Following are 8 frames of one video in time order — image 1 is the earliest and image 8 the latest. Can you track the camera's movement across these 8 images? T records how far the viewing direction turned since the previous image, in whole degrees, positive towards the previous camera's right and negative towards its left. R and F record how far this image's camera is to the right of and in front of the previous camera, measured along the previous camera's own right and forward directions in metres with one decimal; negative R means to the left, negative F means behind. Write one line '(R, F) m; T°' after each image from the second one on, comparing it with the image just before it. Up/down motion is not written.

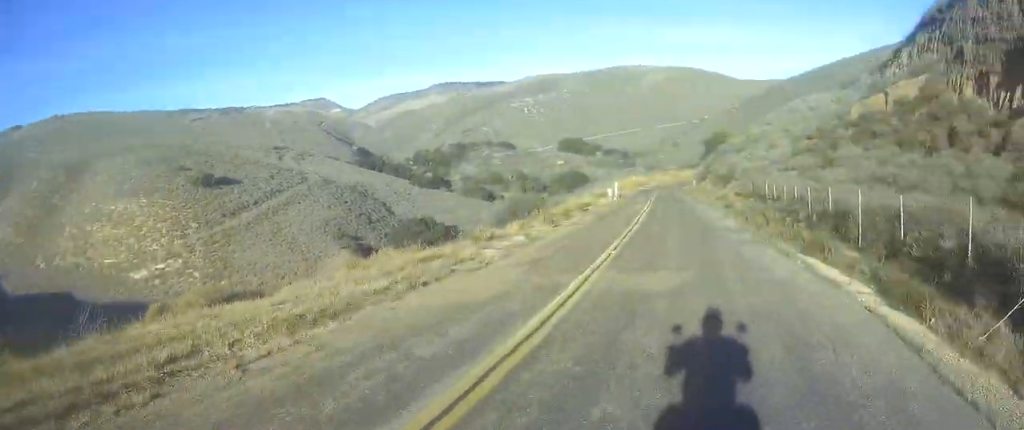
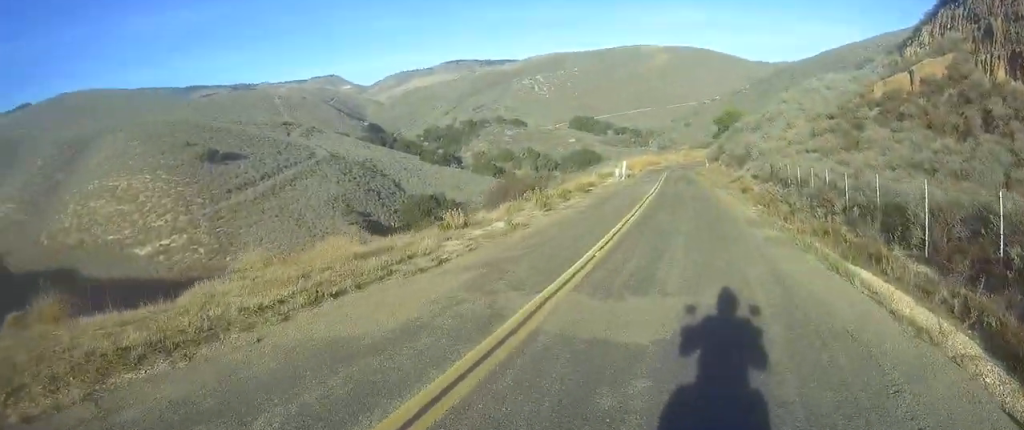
(-0.1, +5.2) m; -1°
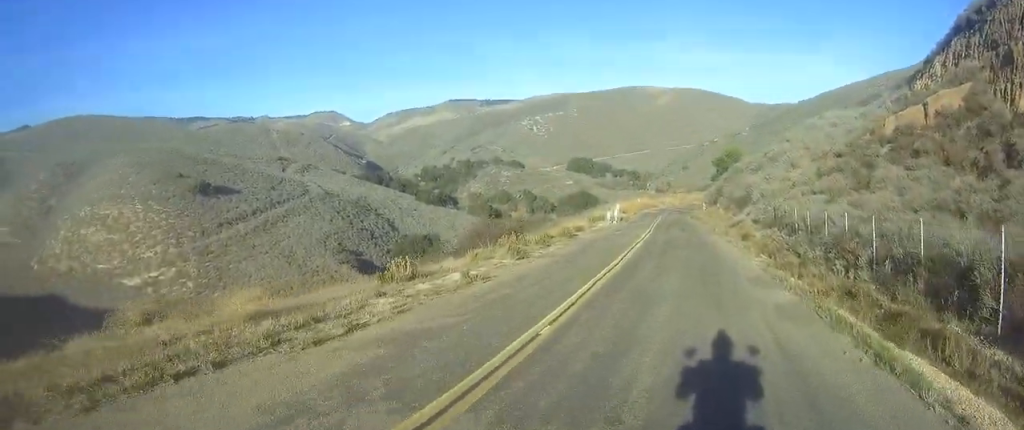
(0.0, +4.3) m; 0°
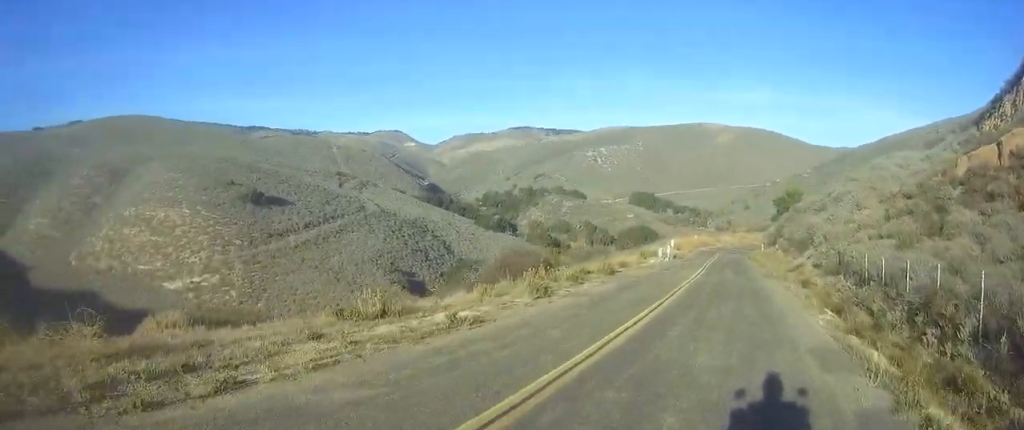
(0.0, +5.0) m; +1°
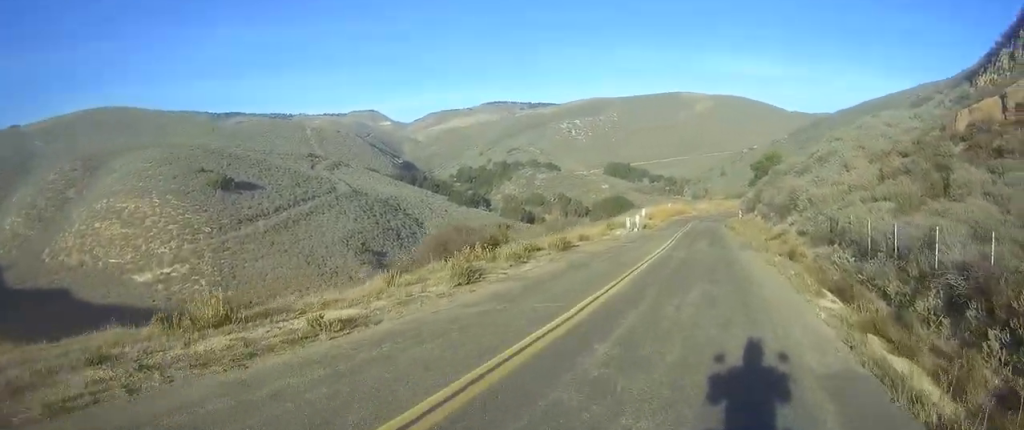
(0.0, +4.7) m; +1°
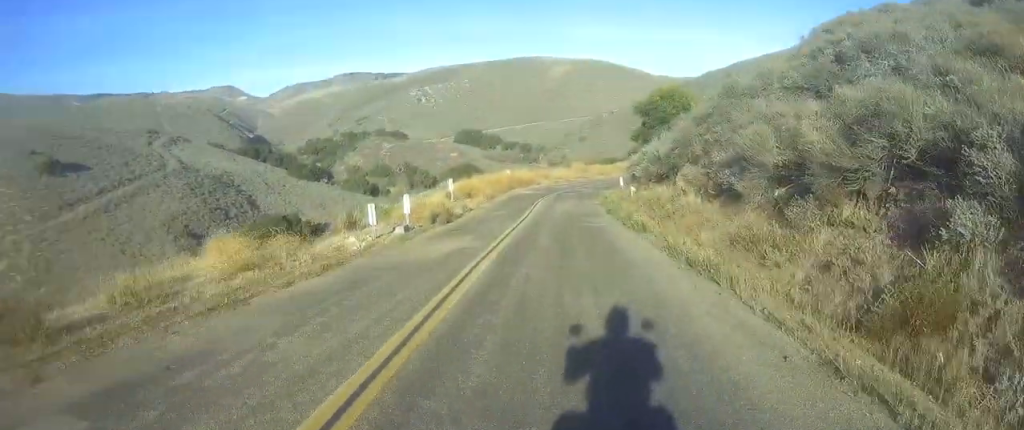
(+1.2, +34.8) m; +4°
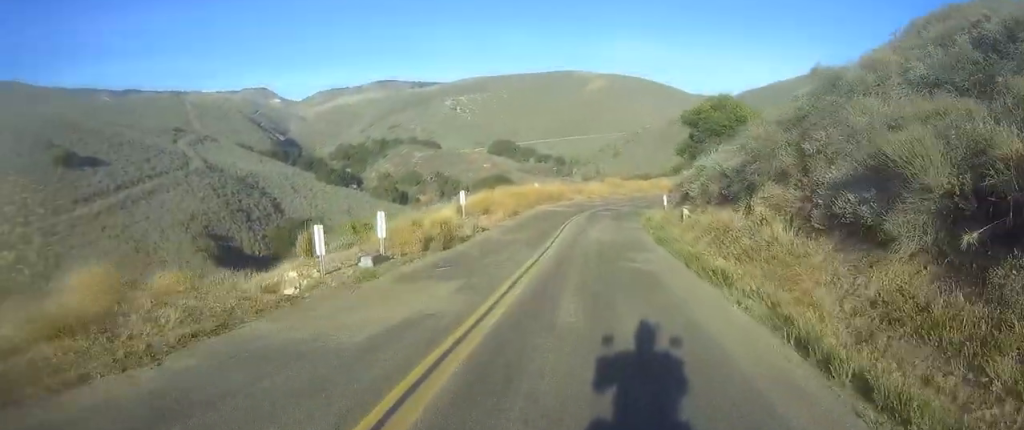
(+0.1, +7.9) m; 0°
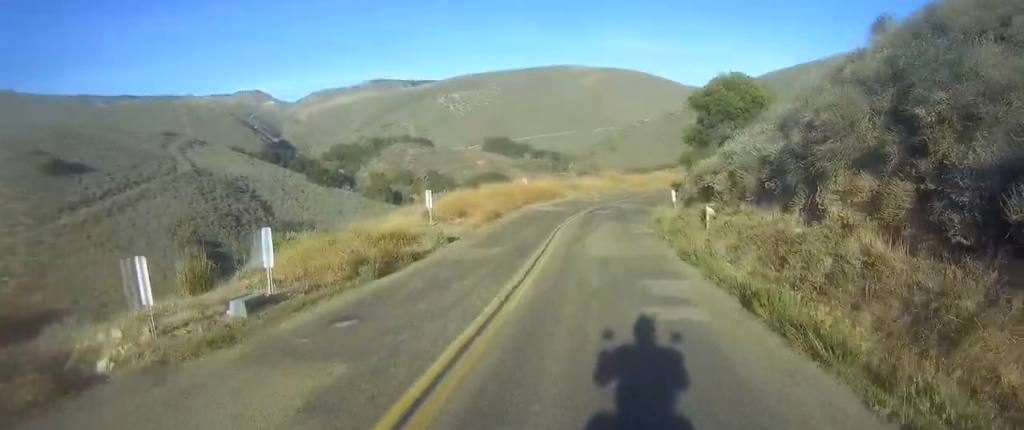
(0.0, +6.5) m; -1°
